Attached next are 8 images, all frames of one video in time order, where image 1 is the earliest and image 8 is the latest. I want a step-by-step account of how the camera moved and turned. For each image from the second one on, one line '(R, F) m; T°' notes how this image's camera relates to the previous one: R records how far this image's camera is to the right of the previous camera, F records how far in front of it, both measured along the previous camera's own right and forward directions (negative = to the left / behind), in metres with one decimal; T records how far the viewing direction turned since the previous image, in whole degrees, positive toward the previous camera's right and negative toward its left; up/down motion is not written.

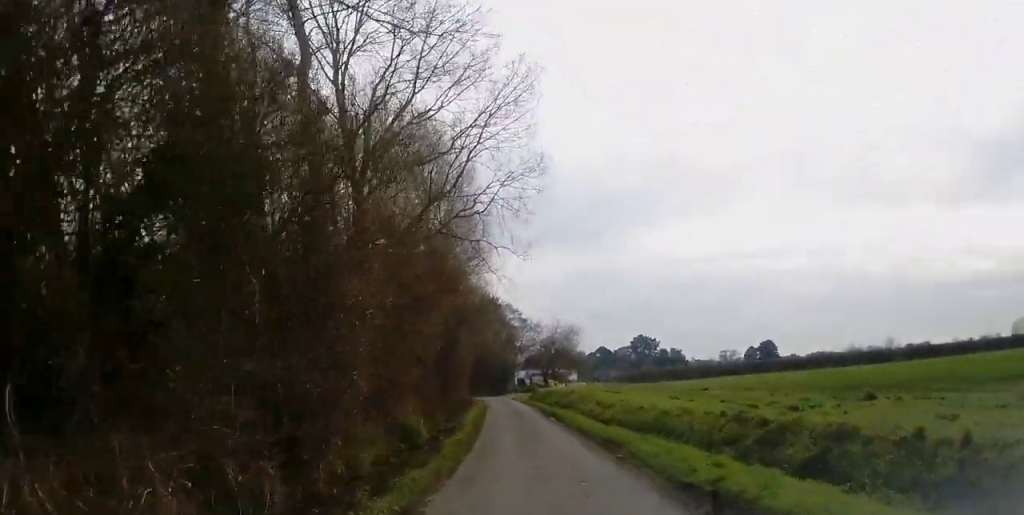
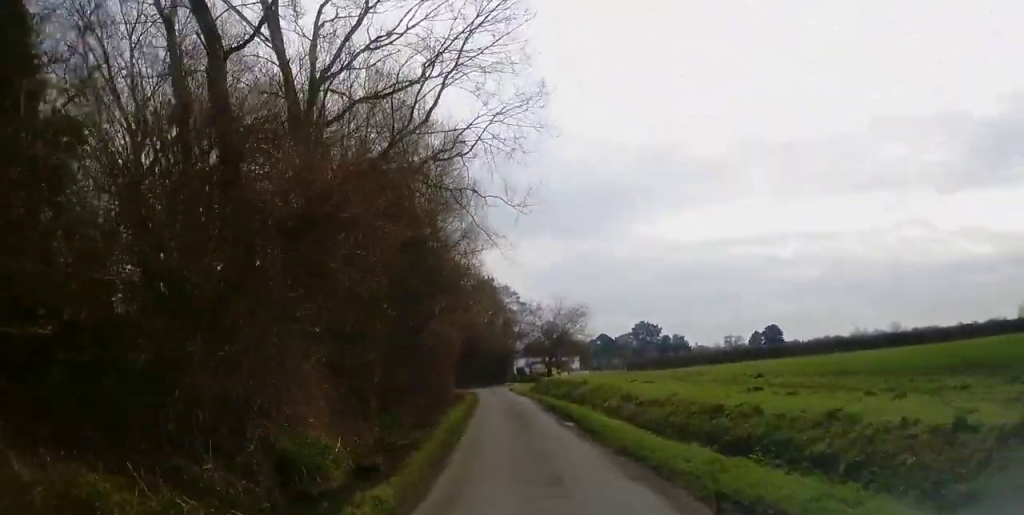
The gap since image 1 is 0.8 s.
(+0.2, +10.5) m; +1°
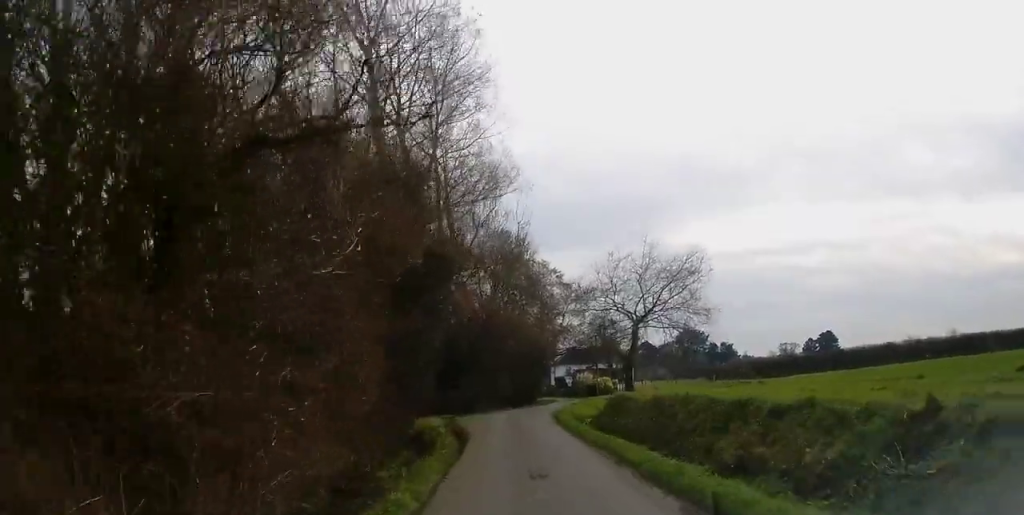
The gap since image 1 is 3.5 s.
(-0.3, +35.9) m; -2°
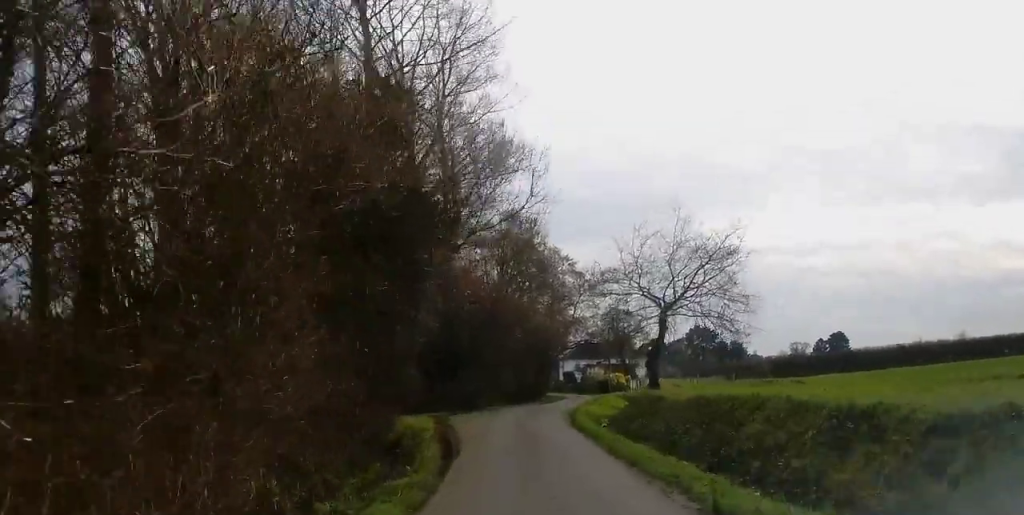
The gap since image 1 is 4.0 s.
(0.0, +5.6) m; -1°
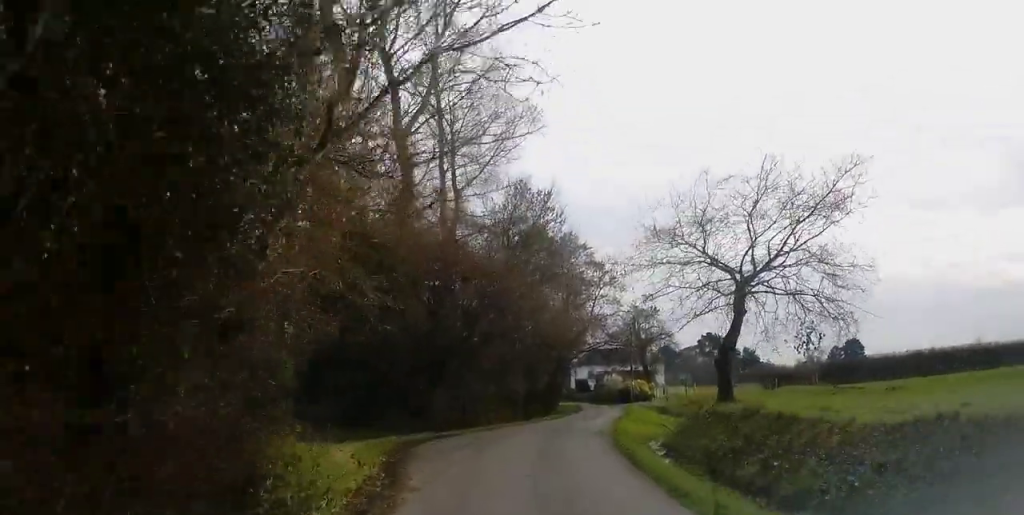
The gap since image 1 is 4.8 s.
(0.0, +11.1) m; -1°
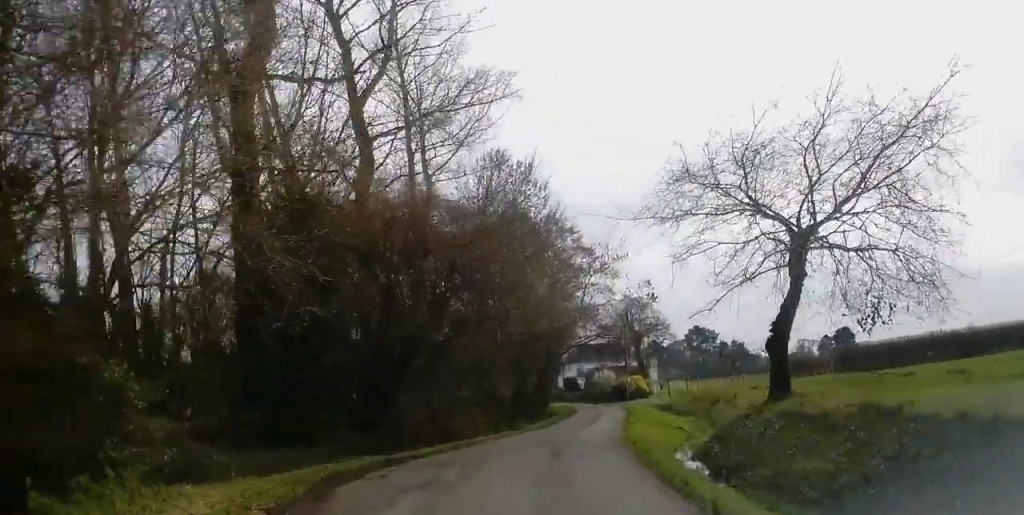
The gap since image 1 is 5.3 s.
(-0.1, +6.5) m; +1°
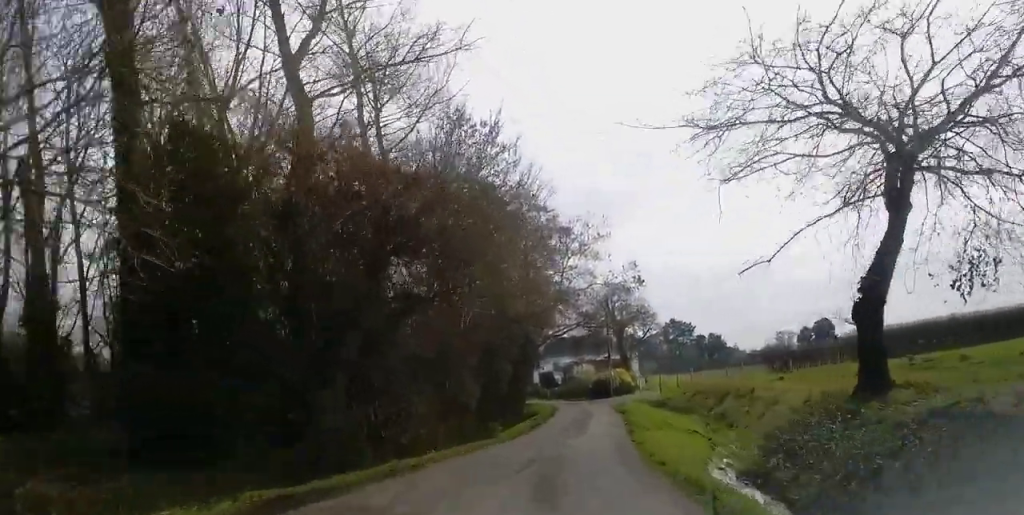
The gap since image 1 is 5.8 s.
(-0.2, +6.3) m; +1°
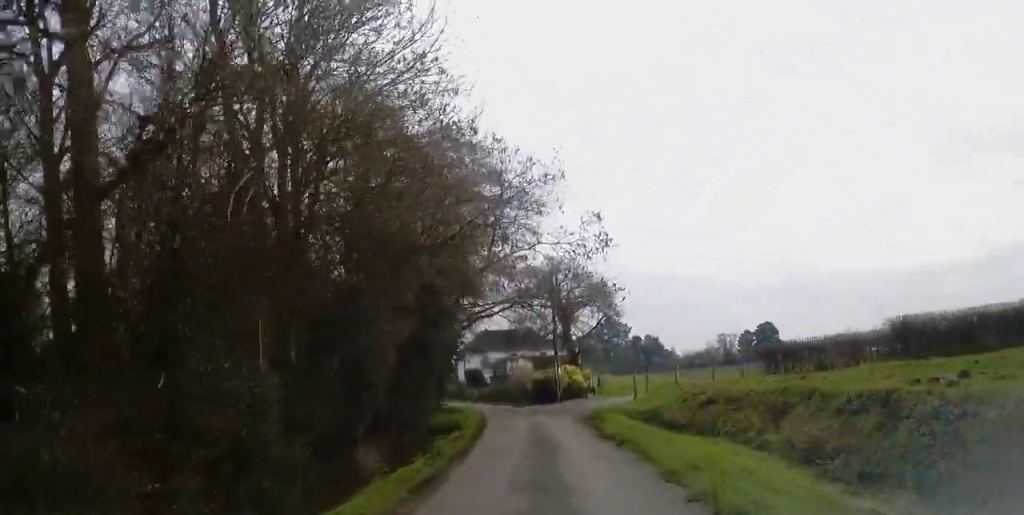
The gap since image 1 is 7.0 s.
(+0.8, +15.3) m; +6°
